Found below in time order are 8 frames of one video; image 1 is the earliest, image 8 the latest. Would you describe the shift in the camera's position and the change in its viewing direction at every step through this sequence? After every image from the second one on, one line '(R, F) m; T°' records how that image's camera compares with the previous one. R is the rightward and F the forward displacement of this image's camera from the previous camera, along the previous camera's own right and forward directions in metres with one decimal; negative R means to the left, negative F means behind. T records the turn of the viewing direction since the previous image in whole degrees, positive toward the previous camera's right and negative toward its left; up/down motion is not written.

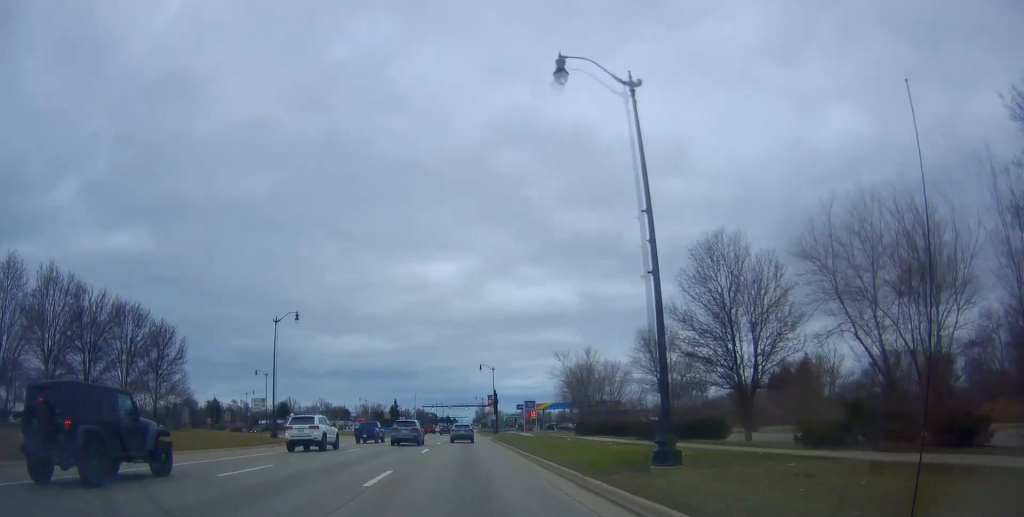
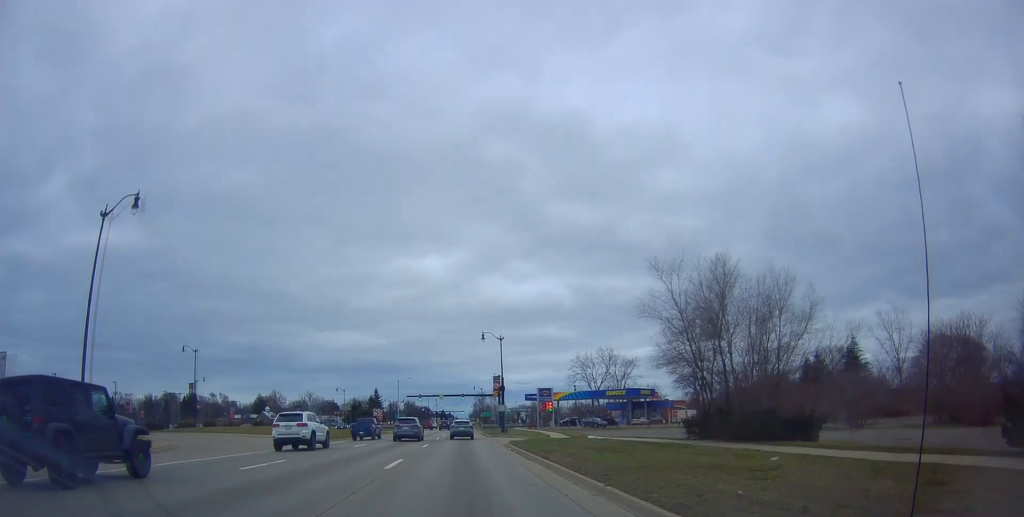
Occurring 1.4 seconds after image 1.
(-0.6, +27.0) m; 0°
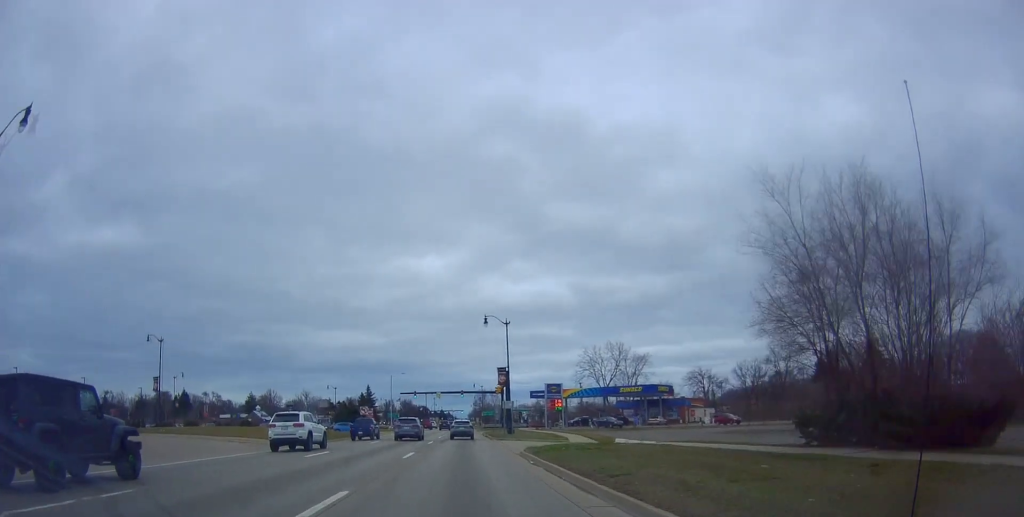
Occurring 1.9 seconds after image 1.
(+0.3, +9.5) m; +1°
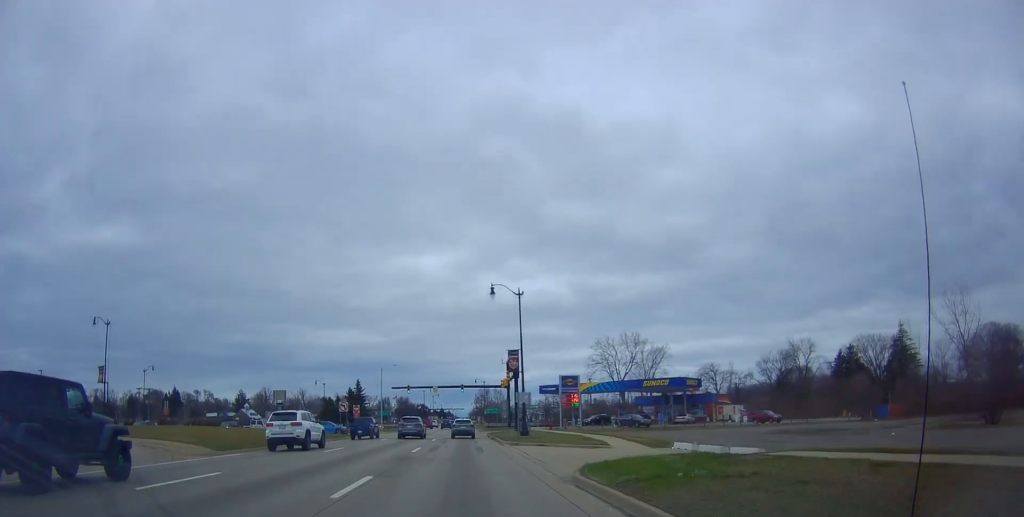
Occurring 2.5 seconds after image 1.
(+0.1, +12.0) m; 0°
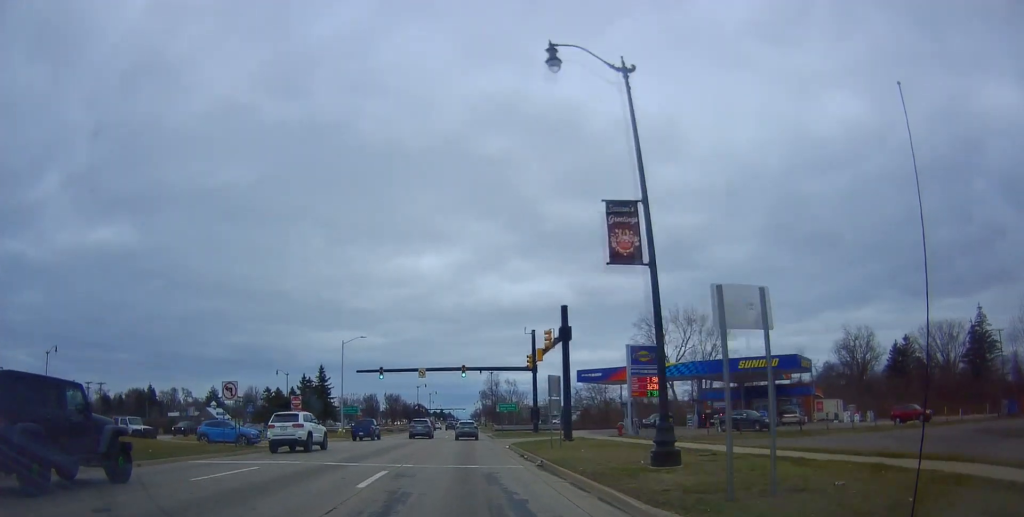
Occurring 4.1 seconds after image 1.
(-1.1, +29.1) m; -2°
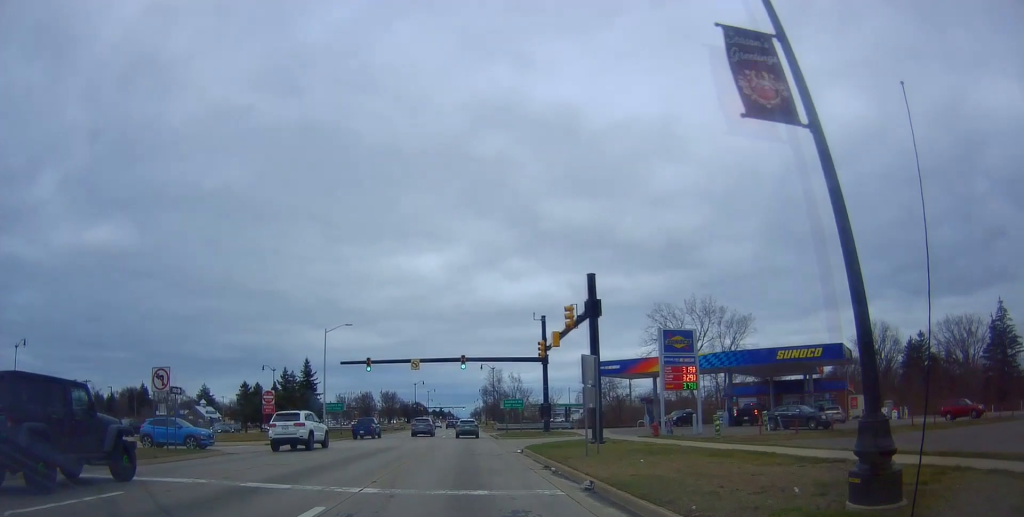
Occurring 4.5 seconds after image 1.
(+0.3, +7.3) m; 0°
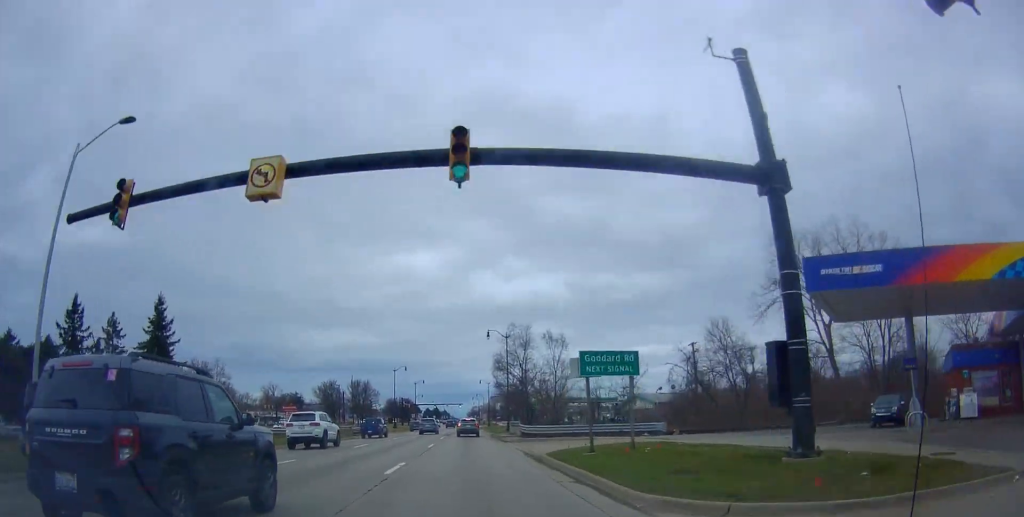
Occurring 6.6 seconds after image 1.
(+0.5, +36.7) m; 0°
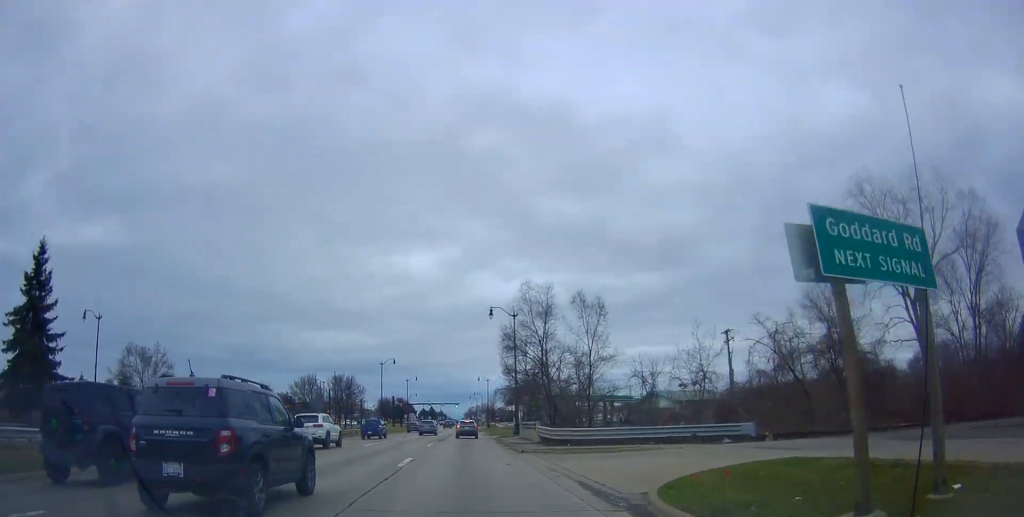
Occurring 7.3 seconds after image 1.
(+0.2, +12.7) m; -1°
